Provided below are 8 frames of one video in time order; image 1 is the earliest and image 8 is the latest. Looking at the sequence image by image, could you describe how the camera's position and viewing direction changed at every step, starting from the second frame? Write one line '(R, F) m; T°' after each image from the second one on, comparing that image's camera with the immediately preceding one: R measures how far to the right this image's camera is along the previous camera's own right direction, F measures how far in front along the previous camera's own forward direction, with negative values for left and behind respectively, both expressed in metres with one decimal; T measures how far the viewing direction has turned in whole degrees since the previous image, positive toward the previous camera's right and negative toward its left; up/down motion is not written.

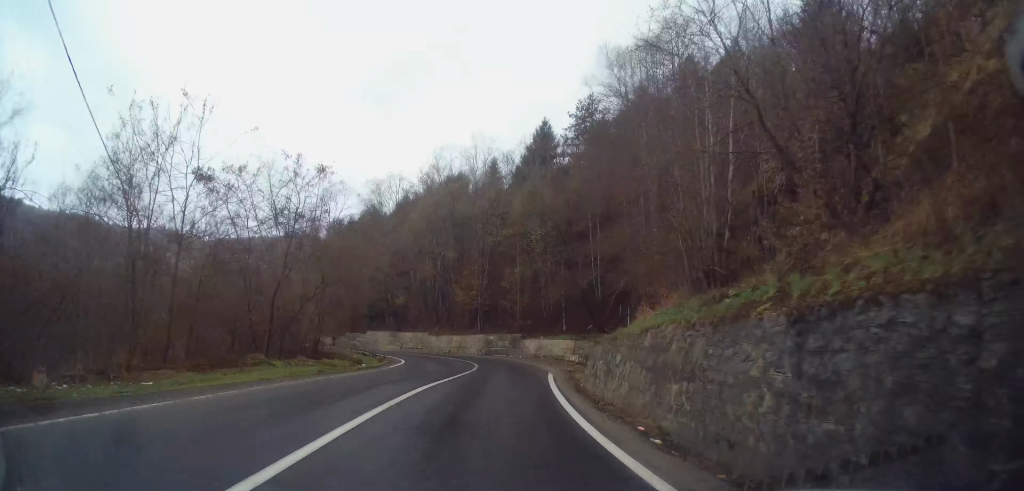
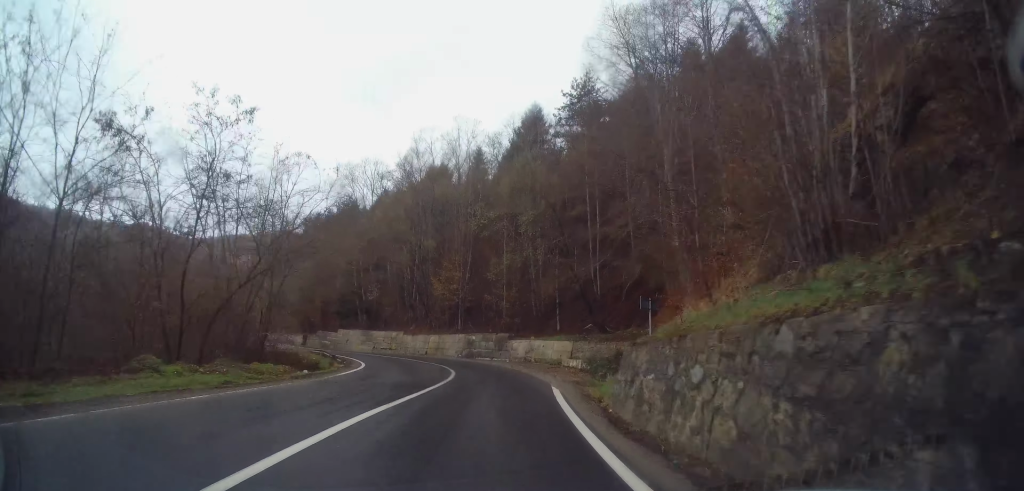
(+0.2, +5.7) m; 0°
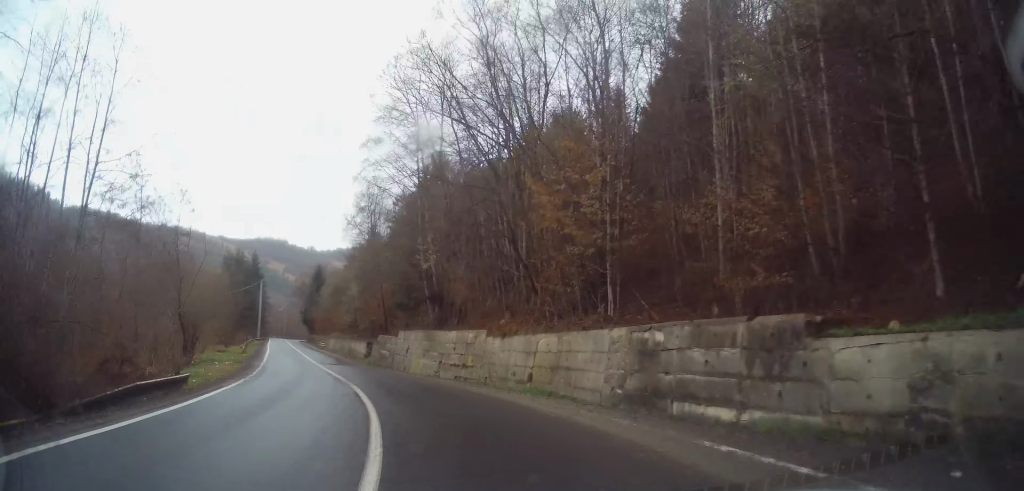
(-2.5, +27.1) m; -16°
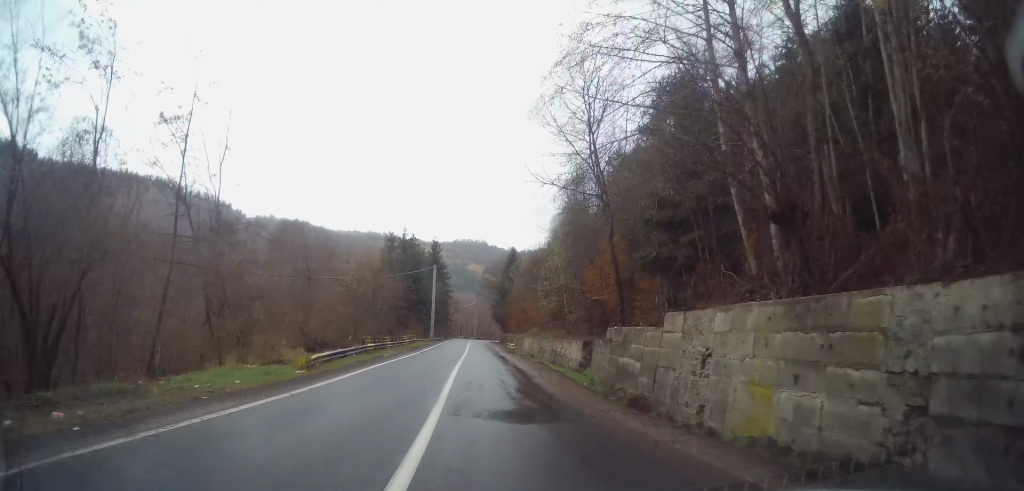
(-4.4, +22.1) m; -16°
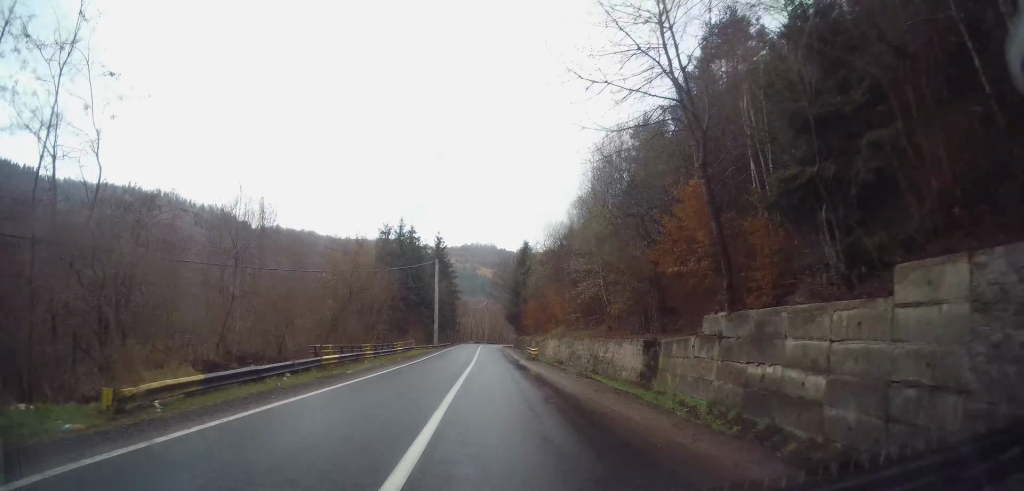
(-0.3, +9.9) m; -2°
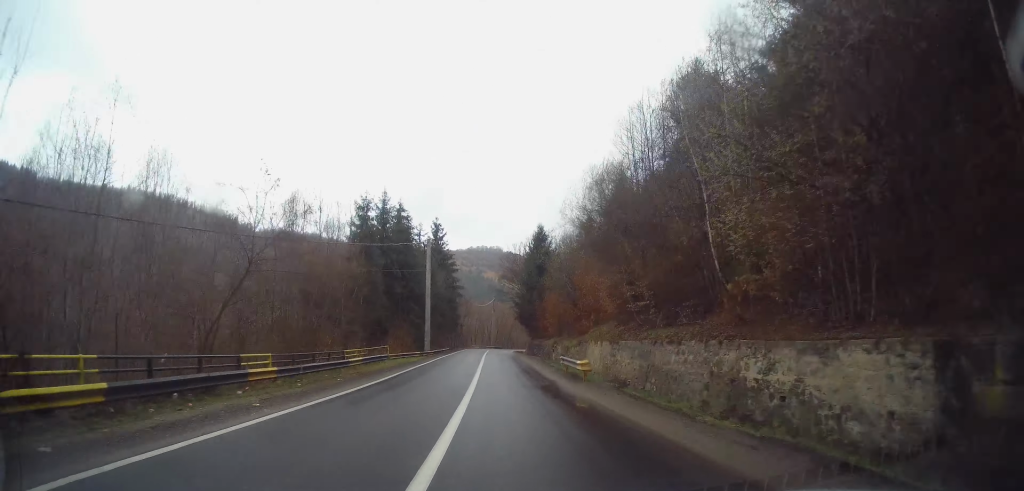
(0.0, +14.9) m; +1°
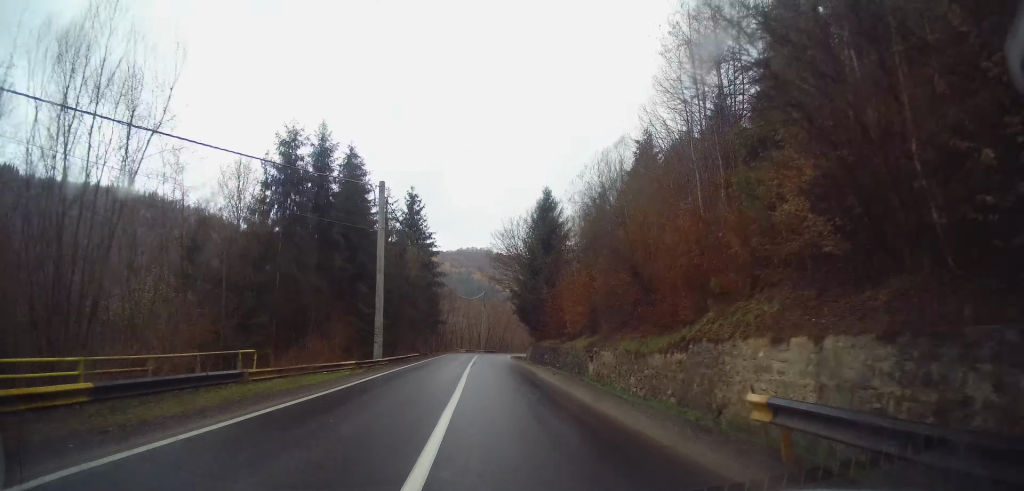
(+0.2, +18.0) m; +1°
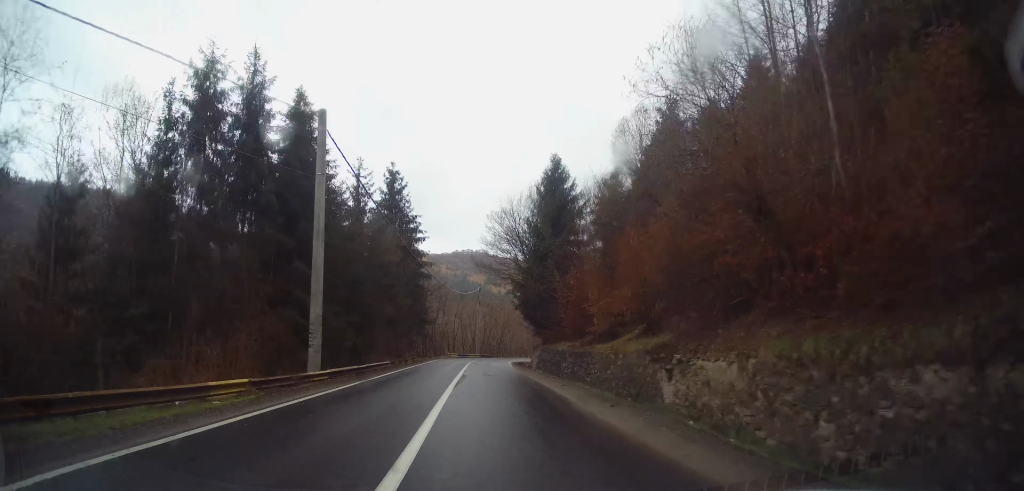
(0.0, +10.1) m; 0°
